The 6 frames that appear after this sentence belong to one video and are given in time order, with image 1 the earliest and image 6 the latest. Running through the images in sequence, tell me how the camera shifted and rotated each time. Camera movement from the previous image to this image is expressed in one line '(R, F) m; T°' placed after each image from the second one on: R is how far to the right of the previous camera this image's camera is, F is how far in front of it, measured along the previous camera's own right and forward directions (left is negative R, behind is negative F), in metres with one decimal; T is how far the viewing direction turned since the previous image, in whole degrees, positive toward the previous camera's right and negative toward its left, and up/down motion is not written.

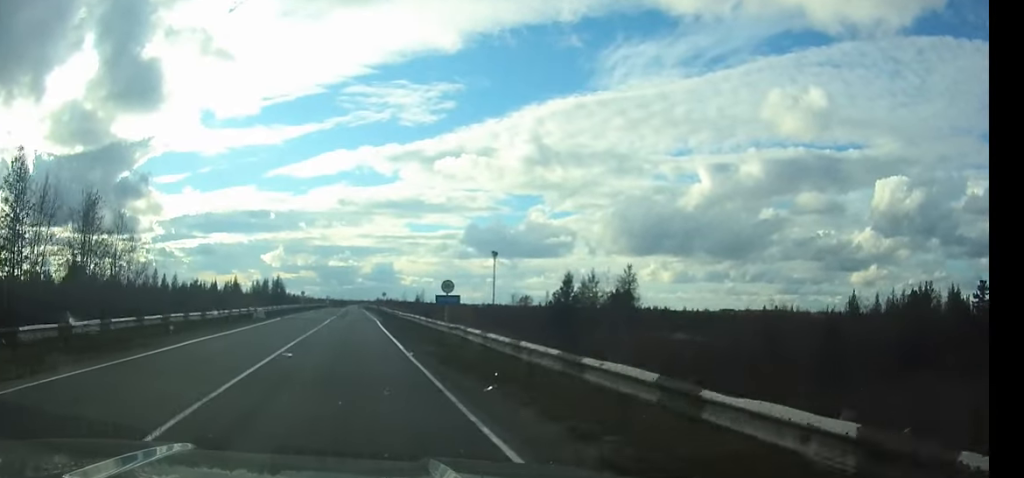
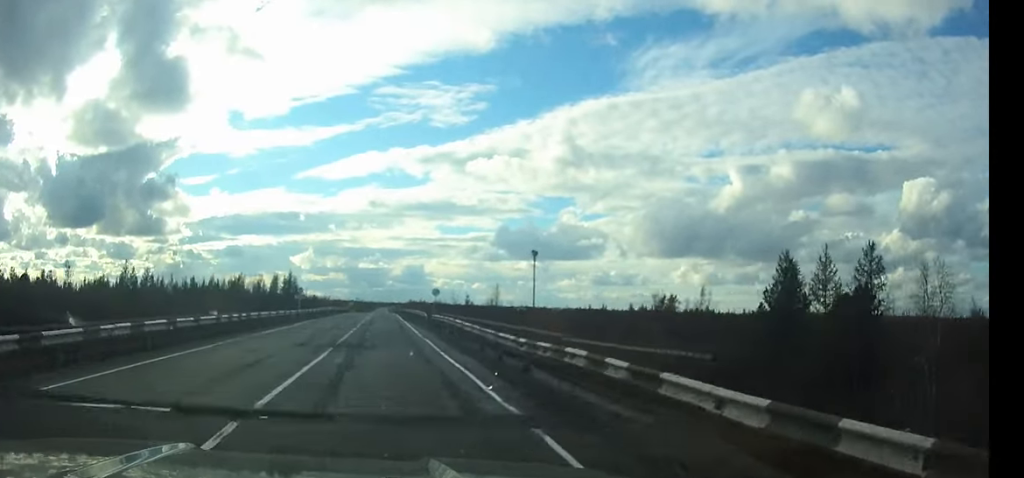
(-0.6, +38.4) m; -1°
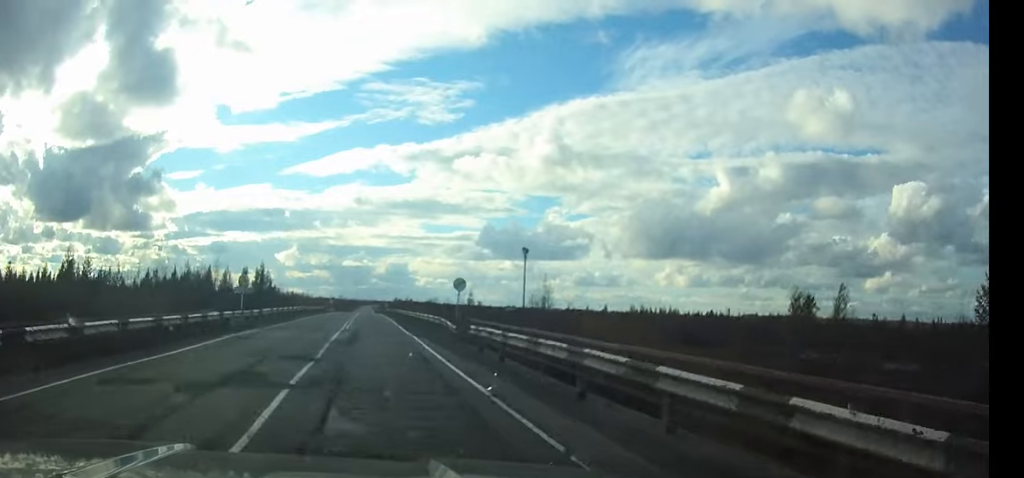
(+0.1, +21.7) m; 0°
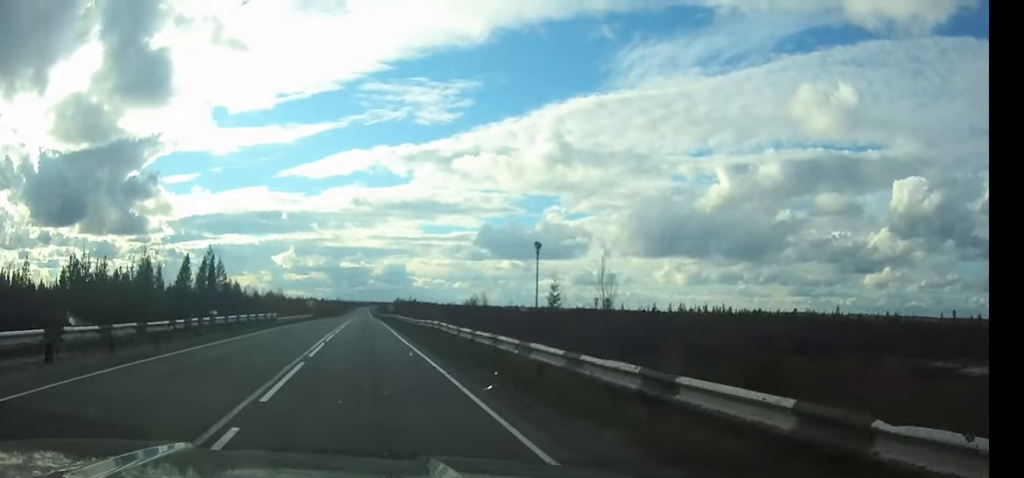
(+0.2, +48.2) m; 0°
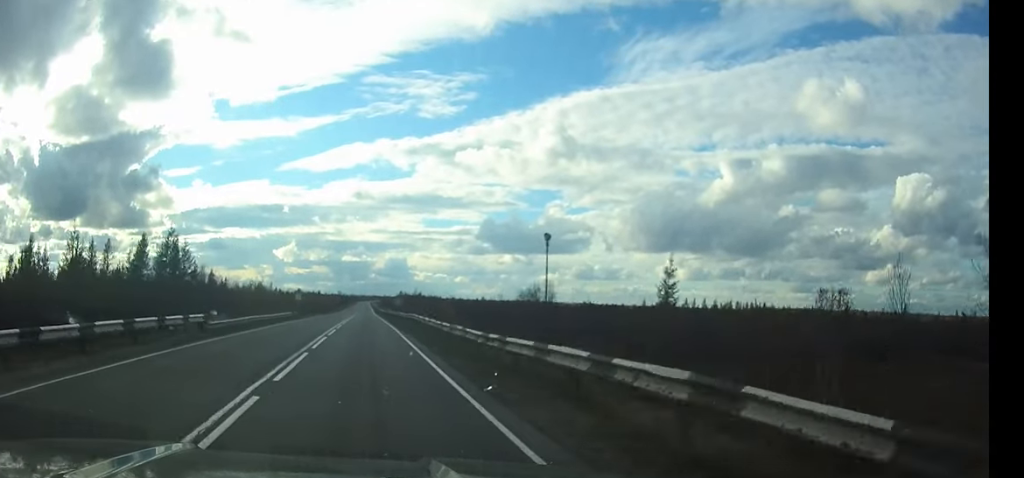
(0.0, +22.8) m; 0°
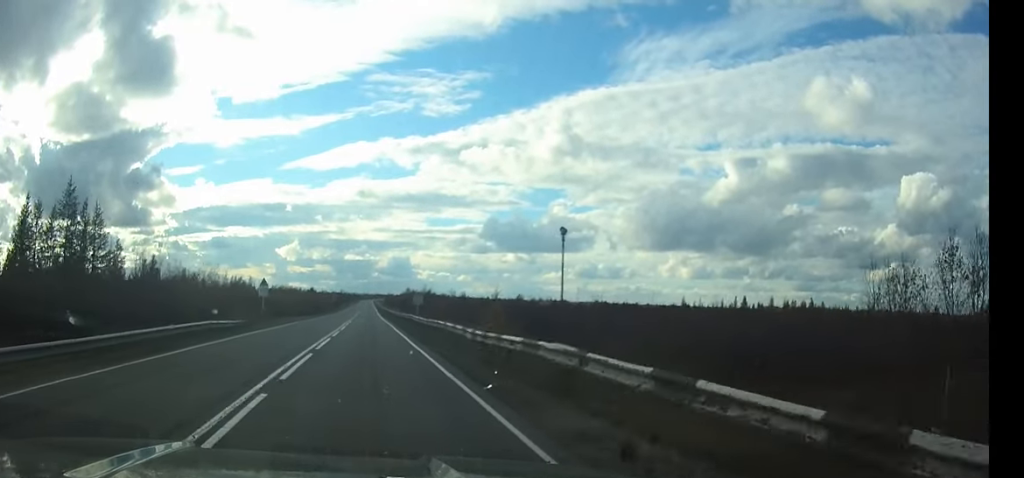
(0.0, +34.8) m; 0°
